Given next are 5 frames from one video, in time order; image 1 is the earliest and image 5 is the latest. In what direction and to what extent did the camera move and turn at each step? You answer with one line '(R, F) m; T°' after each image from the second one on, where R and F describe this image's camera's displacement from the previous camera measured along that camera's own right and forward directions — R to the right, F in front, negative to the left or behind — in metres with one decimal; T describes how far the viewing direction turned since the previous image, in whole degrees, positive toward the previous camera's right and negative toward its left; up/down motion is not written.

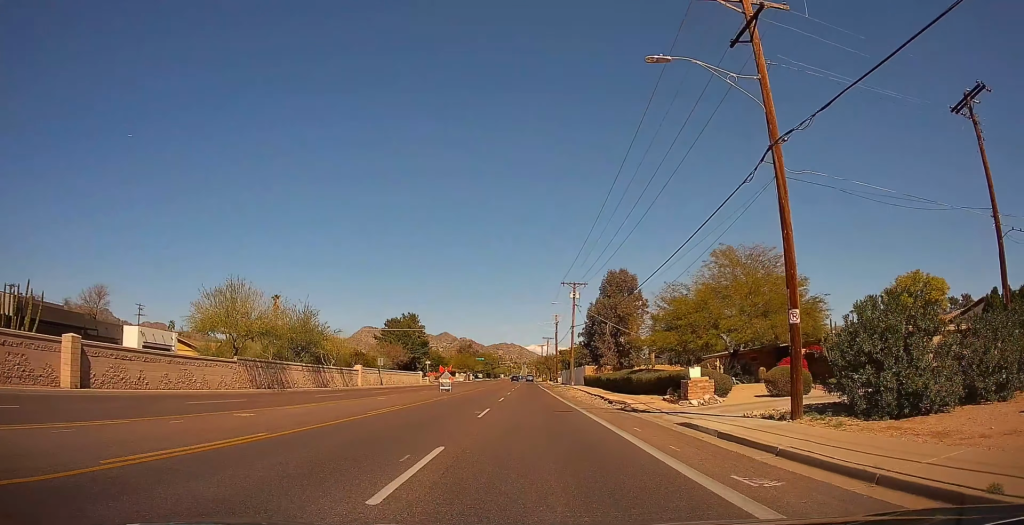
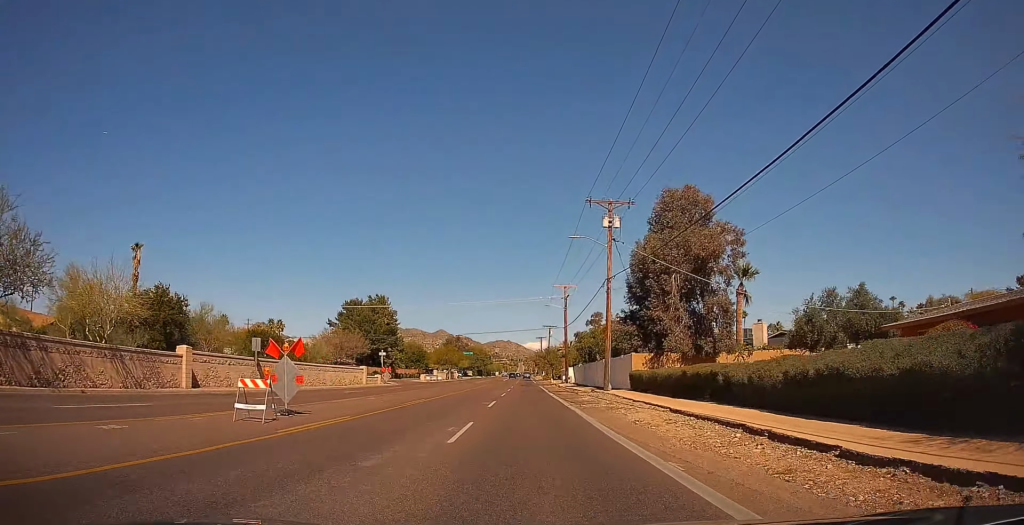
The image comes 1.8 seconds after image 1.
(0.0, +31.4) m; -1°
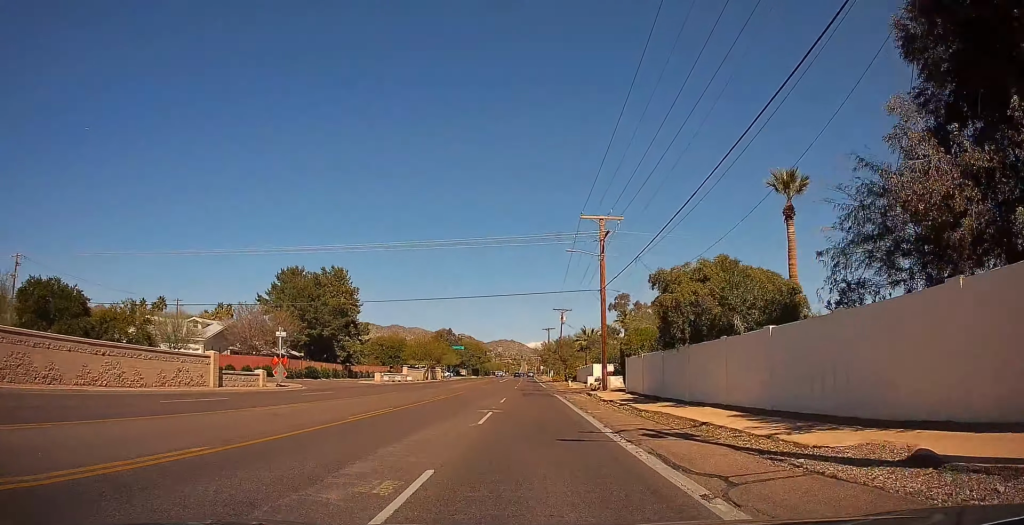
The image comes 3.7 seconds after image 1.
(+0.7, +32.3) m; +1°
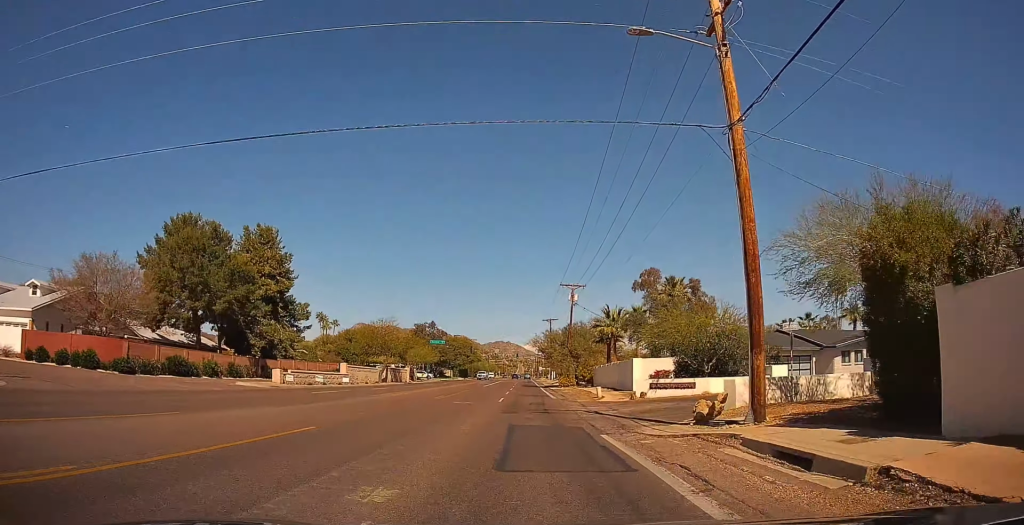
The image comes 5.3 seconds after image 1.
(-0.6, +27.4) m; -2°
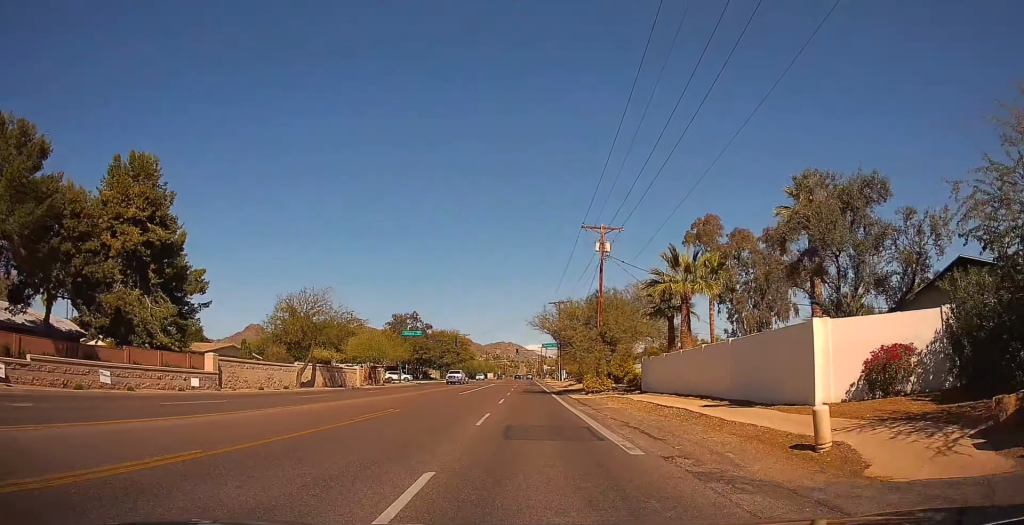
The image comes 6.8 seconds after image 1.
(0.0, +26.2) m; 0°
